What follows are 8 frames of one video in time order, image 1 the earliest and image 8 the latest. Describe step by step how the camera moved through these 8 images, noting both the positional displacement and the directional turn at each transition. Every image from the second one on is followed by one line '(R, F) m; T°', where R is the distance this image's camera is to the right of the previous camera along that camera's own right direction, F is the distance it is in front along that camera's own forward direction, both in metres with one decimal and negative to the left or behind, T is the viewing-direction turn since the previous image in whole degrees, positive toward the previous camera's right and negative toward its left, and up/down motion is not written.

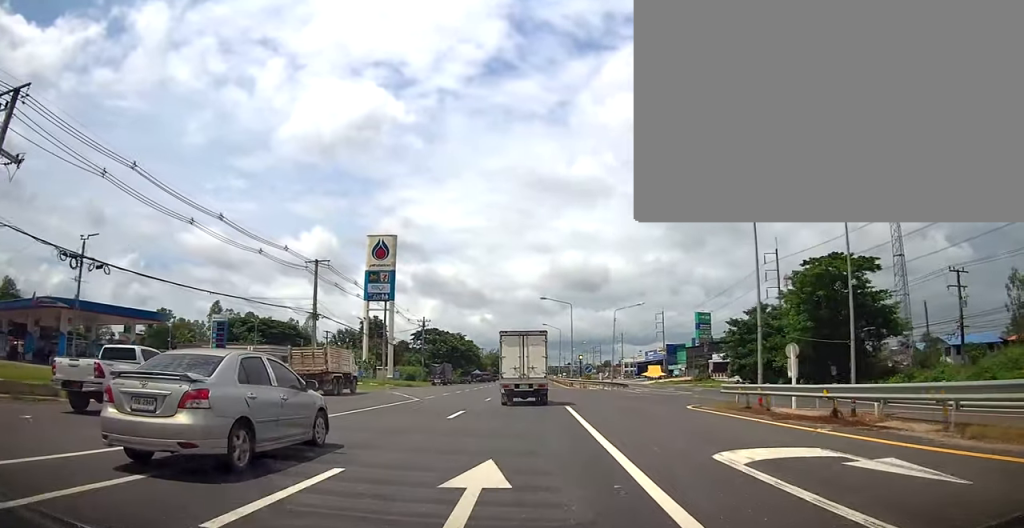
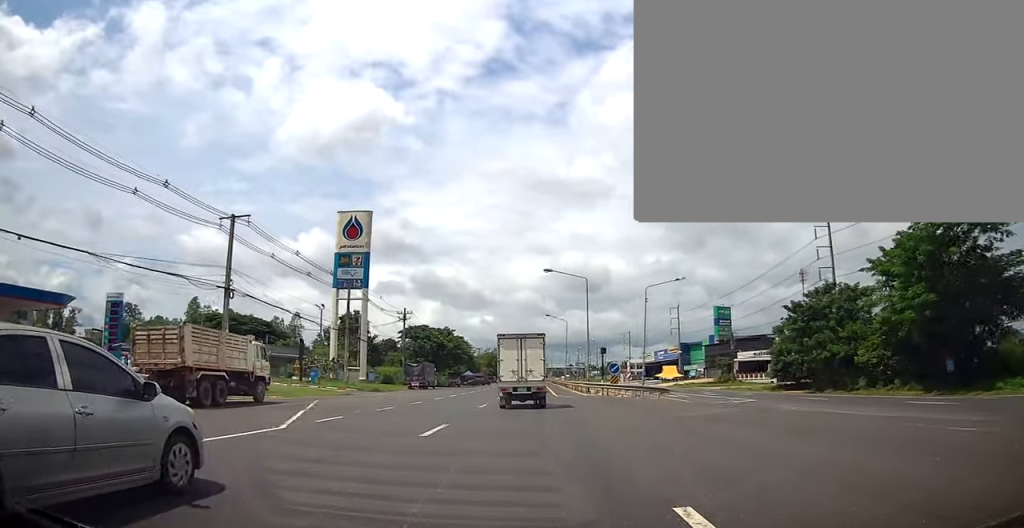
(-0.1, +16.3) m; 0°
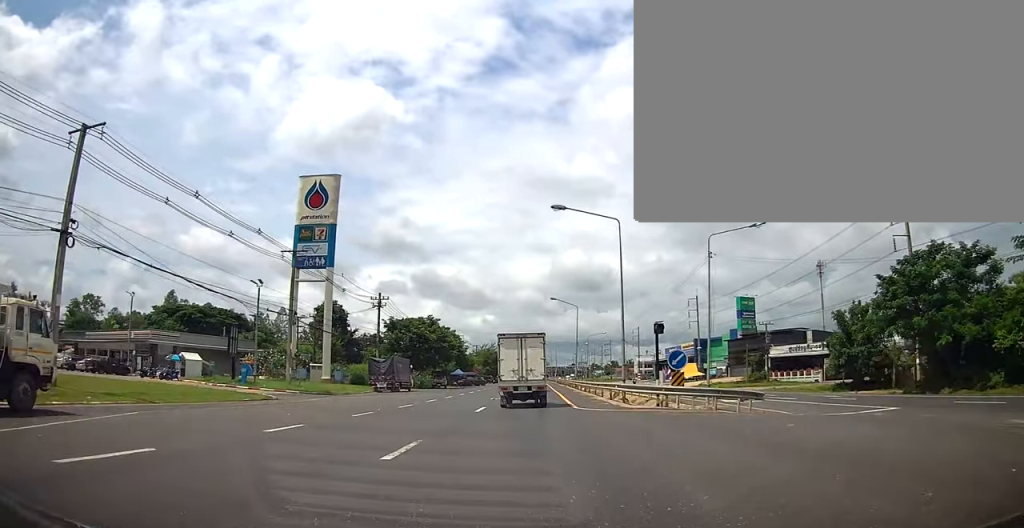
(0.0, +15.7) m; 0°
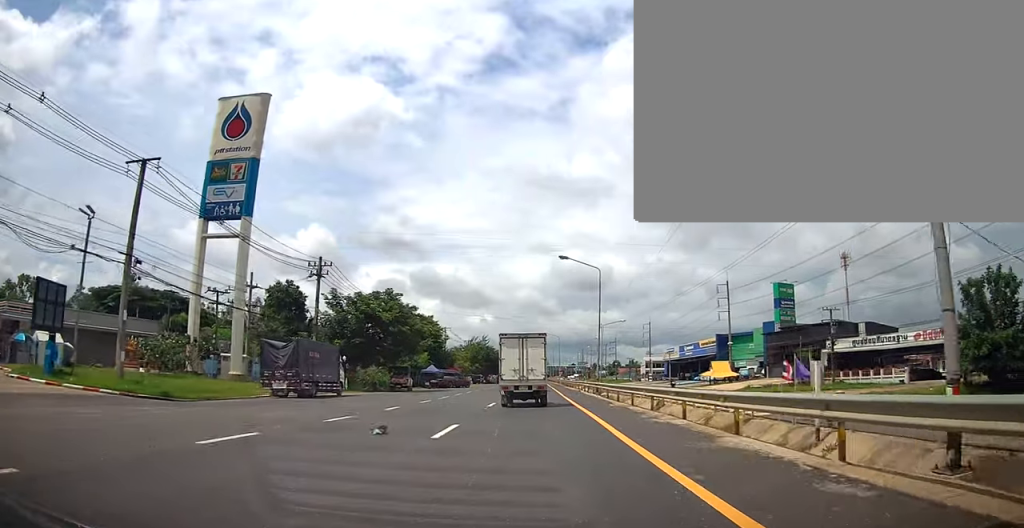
(+0.1, +21.2) m; +1°
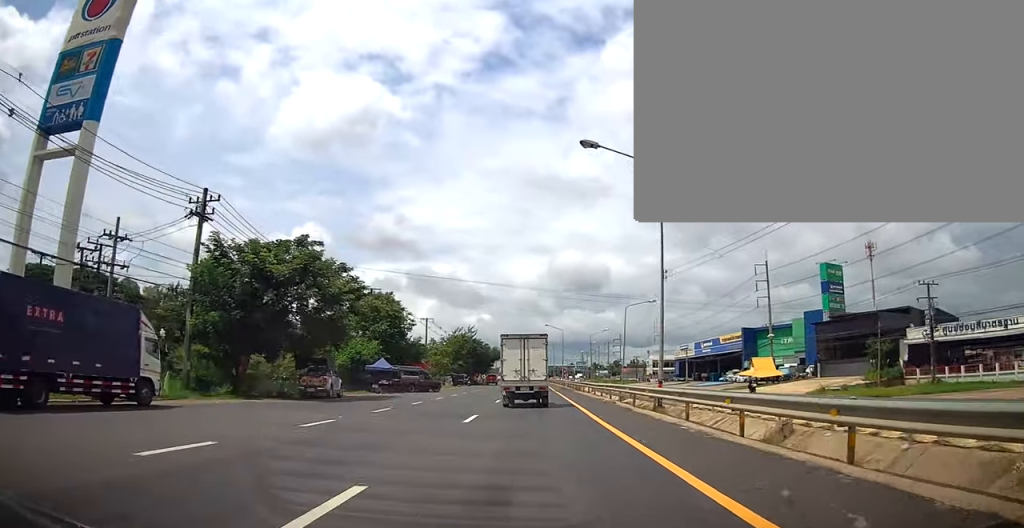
(+0.1, +19.7) m; -1°
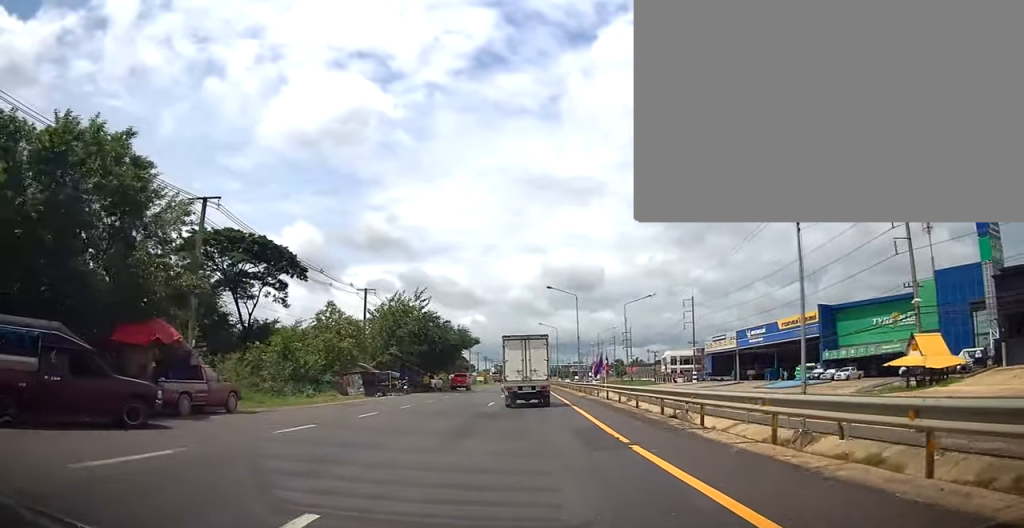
(-1.5, +36.7) m; -3°
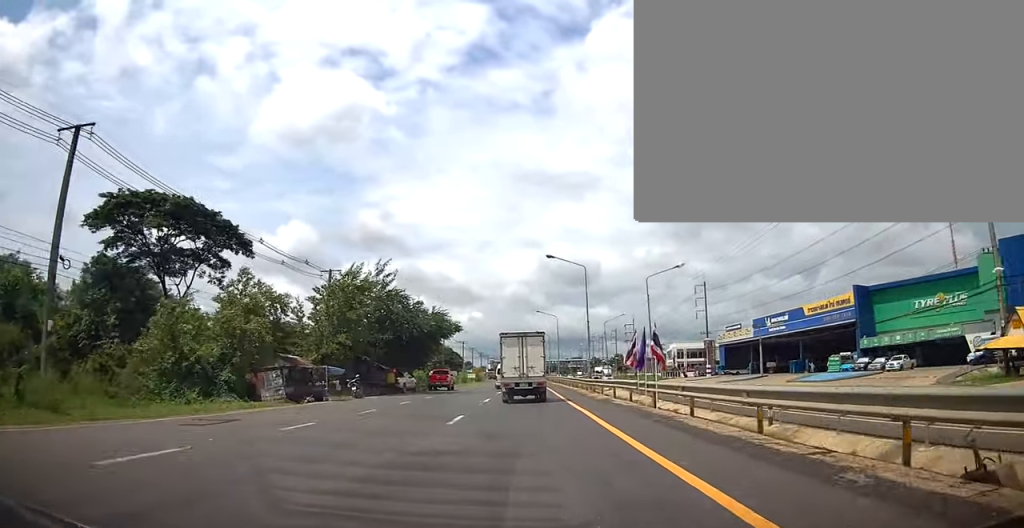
(-0.2, +11.6) m; +1°
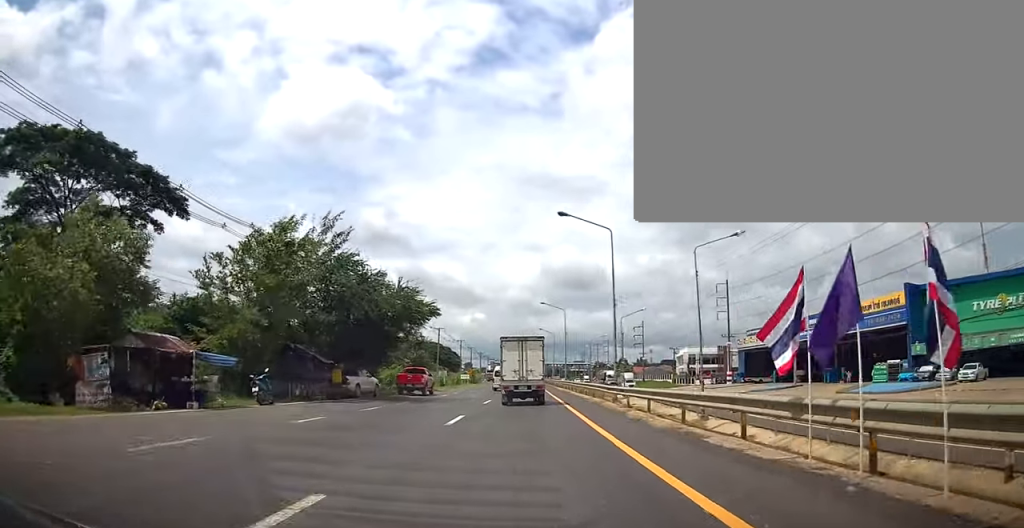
(+0.4, +11.3) m; 0°
